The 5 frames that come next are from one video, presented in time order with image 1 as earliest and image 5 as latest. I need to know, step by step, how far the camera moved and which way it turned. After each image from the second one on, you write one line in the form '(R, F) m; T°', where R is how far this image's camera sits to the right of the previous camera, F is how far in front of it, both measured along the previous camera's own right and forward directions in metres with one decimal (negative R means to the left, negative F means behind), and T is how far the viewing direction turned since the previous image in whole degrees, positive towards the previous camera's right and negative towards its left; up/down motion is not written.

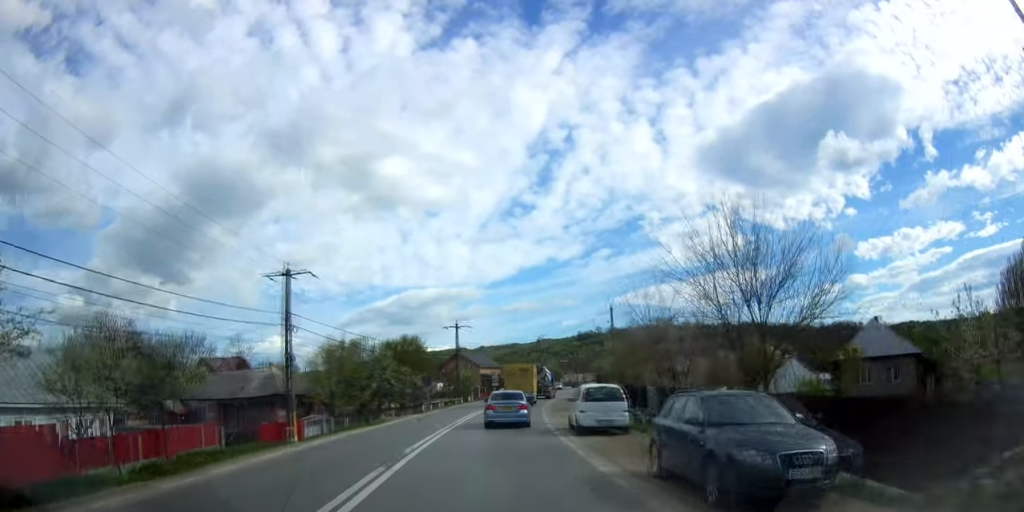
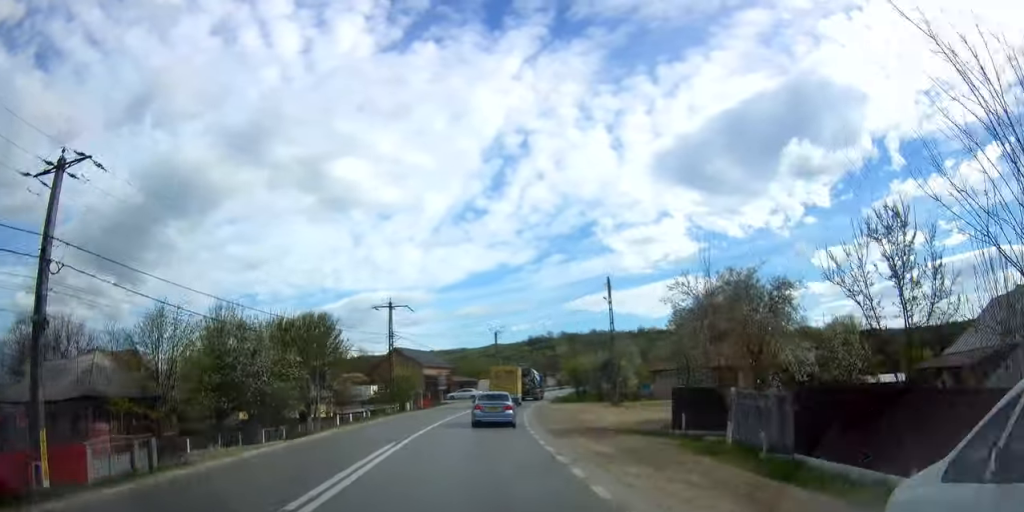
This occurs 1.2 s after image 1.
(0.0, +18.7) m; 0°
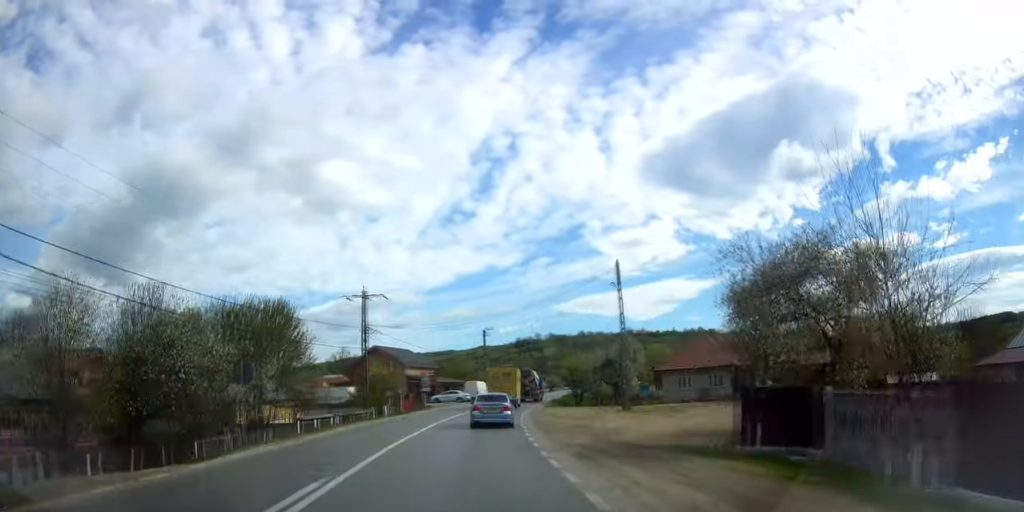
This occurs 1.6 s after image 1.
(-0.1, +6.3) m; +1°
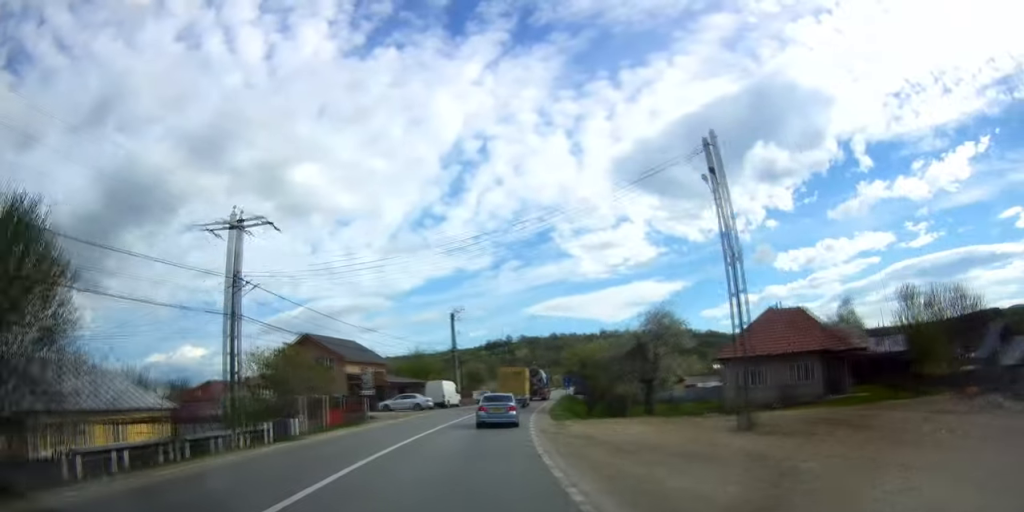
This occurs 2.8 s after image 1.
(+0.3, +19.2) m; +6°
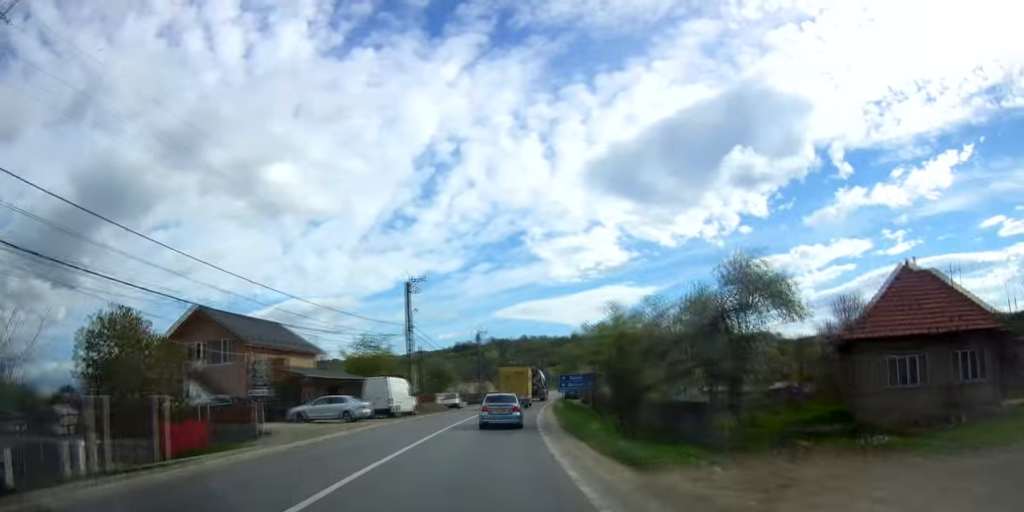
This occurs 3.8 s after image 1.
(+1.2, +16.8) m; +3°
